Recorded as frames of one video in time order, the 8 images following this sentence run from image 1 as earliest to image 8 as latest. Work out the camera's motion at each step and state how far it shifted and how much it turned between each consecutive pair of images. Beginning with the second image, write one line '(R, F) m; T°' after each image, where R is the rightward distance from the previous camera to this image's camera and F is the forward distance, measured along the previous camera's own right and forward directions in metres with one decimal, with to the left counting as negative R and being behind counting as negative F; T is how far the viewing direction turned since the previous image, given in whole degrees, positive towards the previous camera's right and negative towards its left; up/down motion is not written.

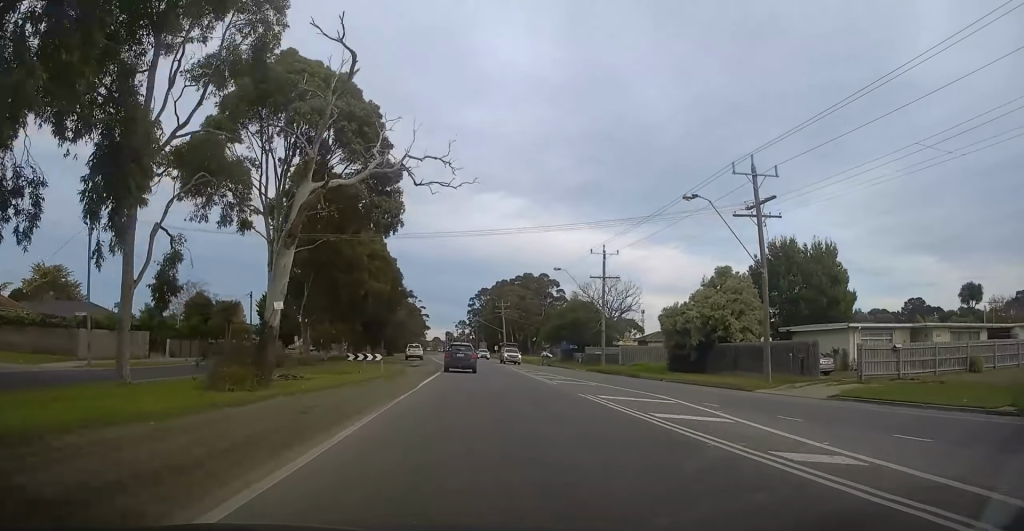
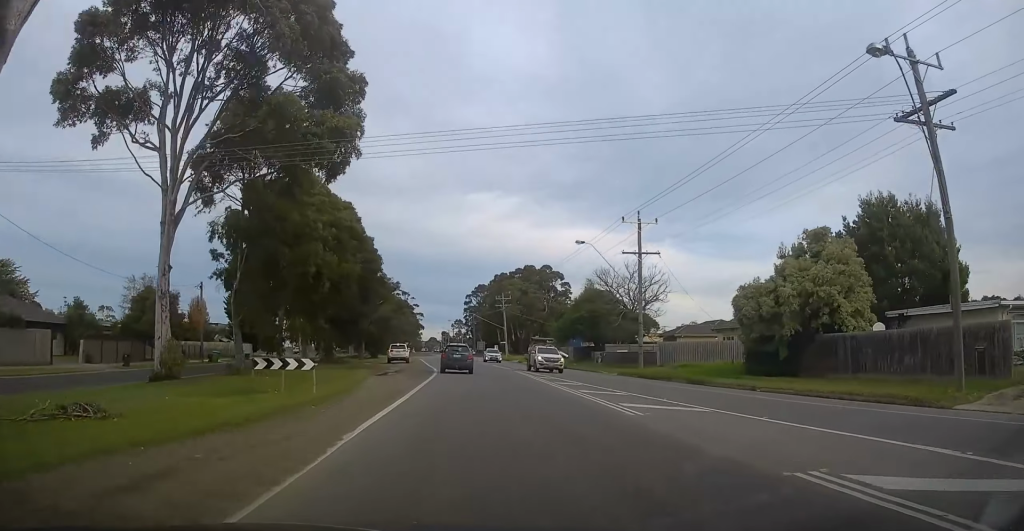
(0.0, +13.8) m; 0°
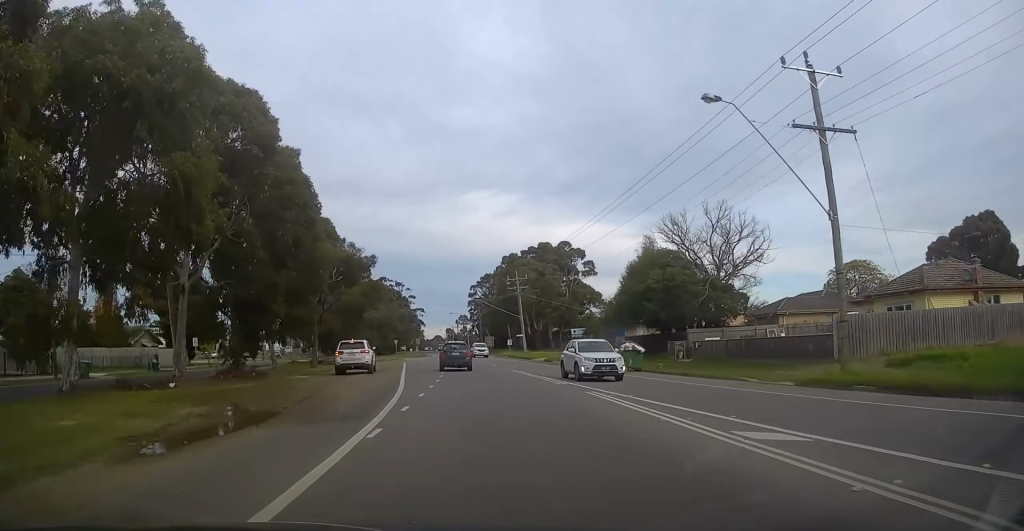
(0.0, +24.3) m; 0°
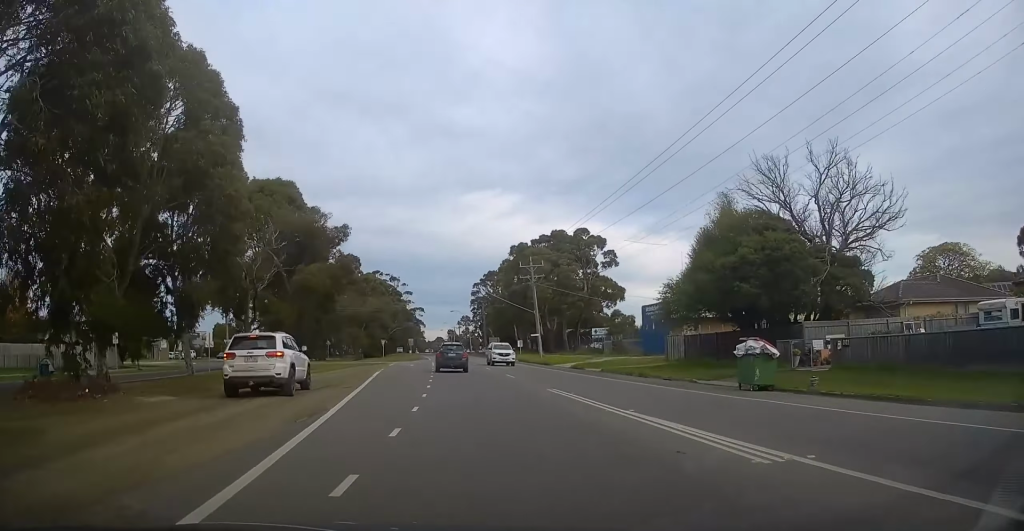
(0.0, +15.8) m; -1°
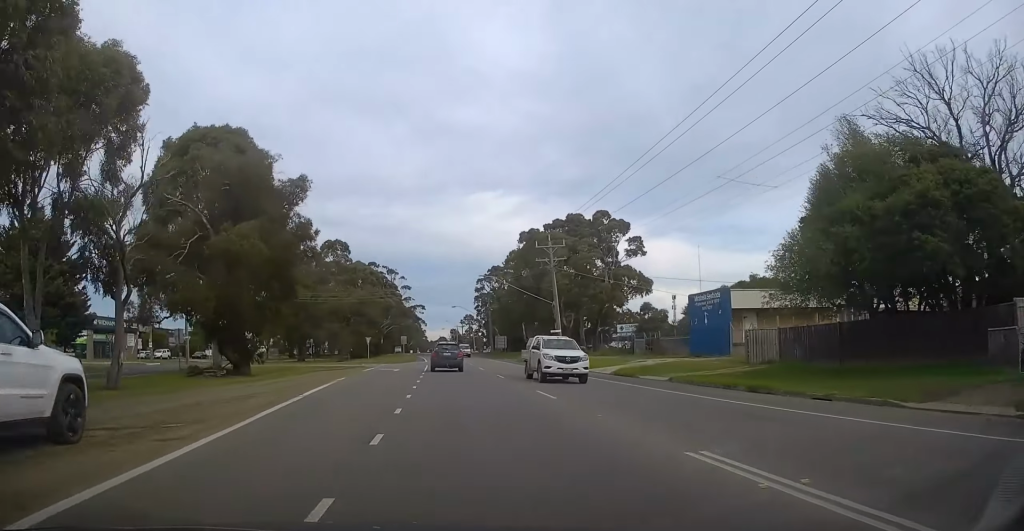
(+0.2, +13.6) m; -1°
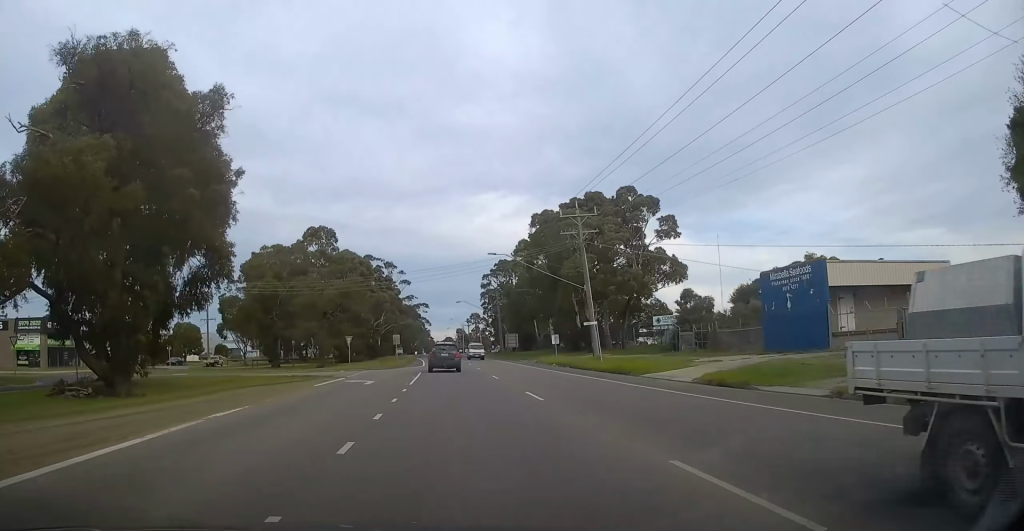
(-0.4, +12.2) m; 0°
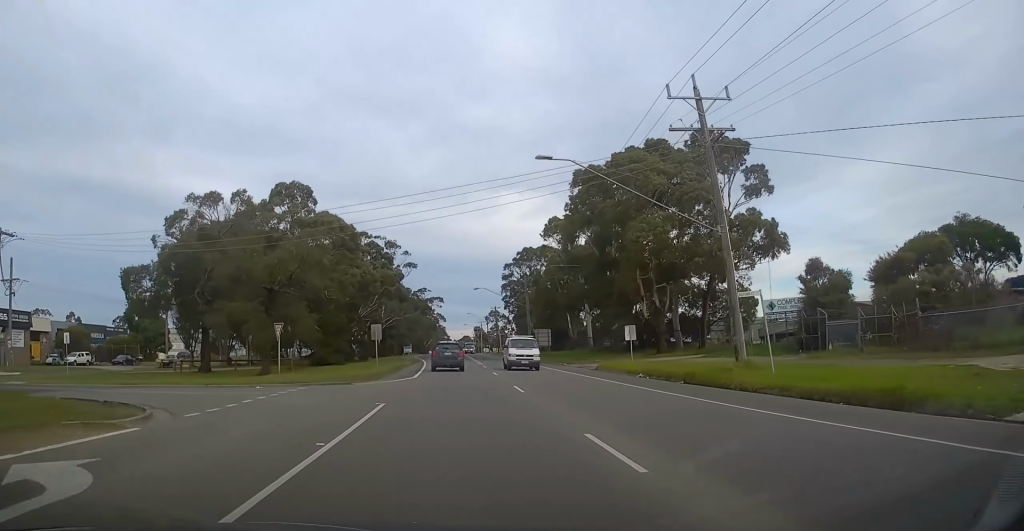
(+0.1, +21.5) m; 0°
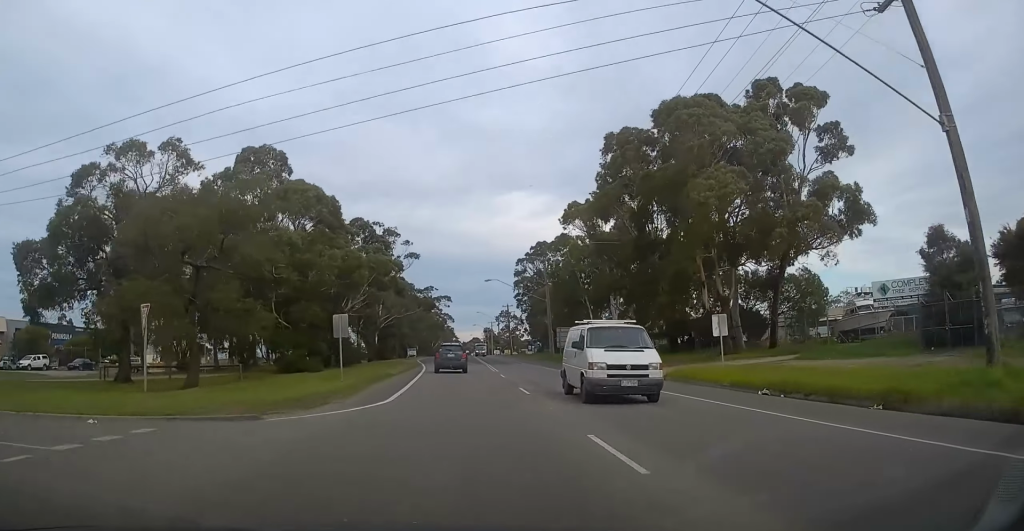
(+0.1, +12.4) m; -1°
